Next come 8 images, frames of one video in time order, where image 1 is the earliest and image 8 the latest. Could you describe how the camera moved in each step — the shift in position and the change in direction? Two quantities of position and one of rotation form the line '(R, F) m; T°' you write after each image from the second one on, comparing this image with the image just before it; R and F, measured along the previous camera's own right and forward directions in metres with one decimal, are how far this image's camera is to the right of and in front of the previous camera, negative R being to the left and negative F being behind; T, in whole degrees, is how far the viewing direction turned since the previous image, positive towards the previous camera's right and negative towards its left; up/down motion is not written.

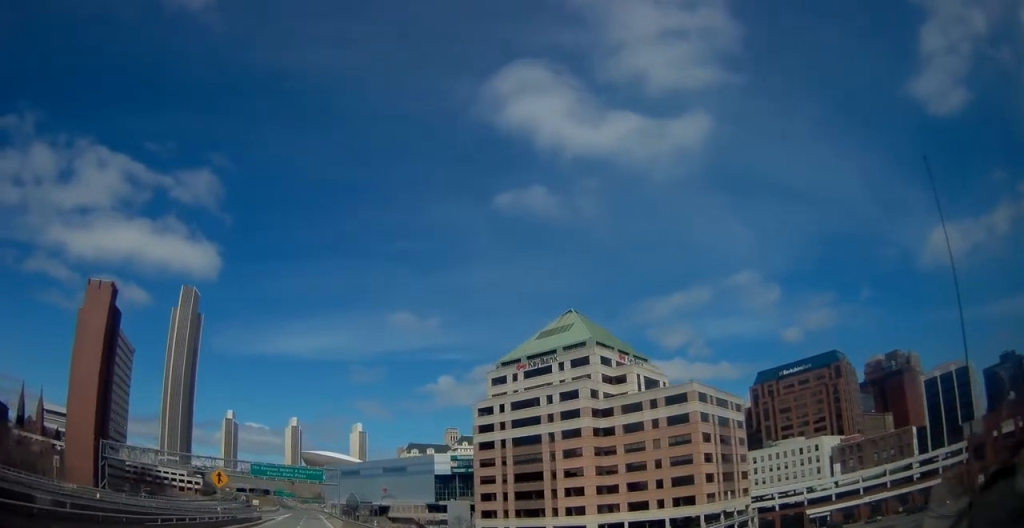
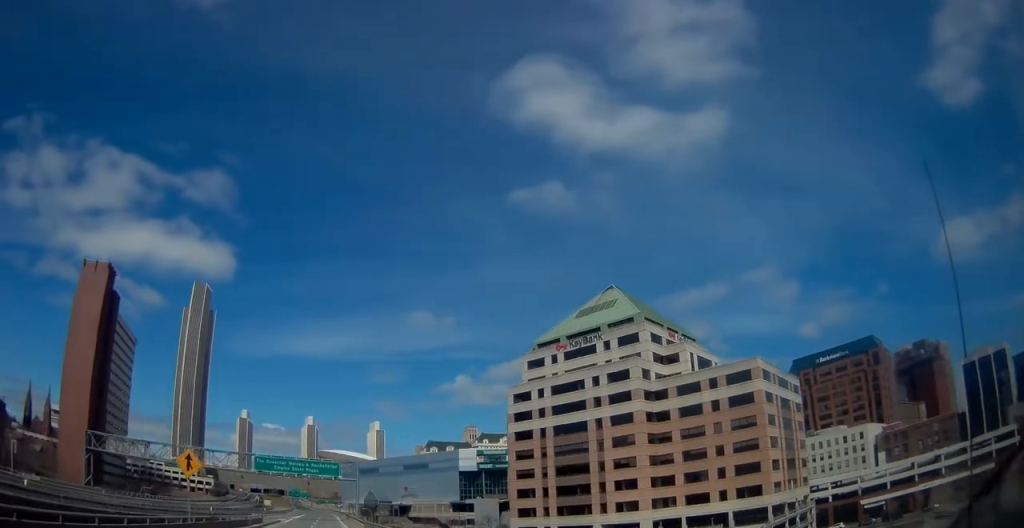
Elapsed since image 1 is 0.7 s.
(0.0, +13.9) m; -1°
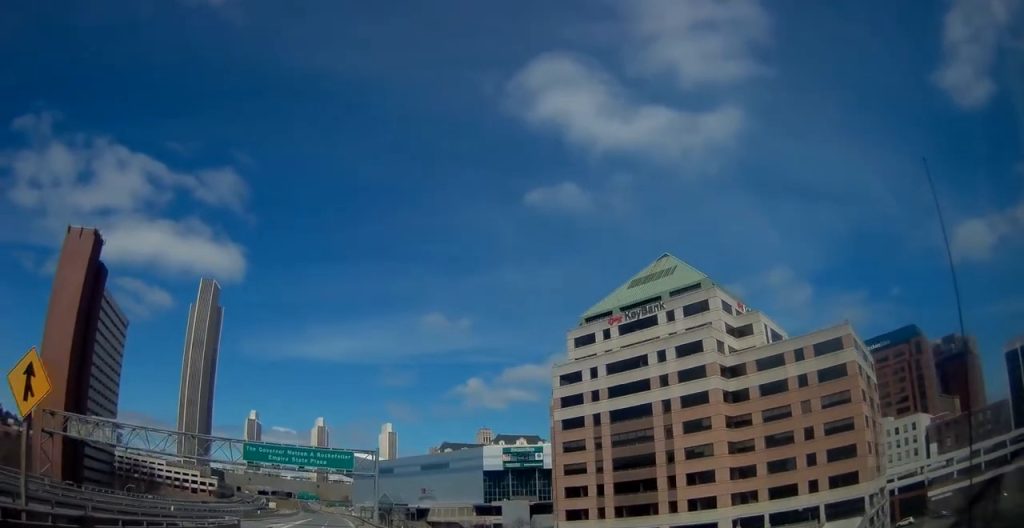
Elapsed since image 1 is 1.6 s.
(-0.2, +18.0) m; -1°
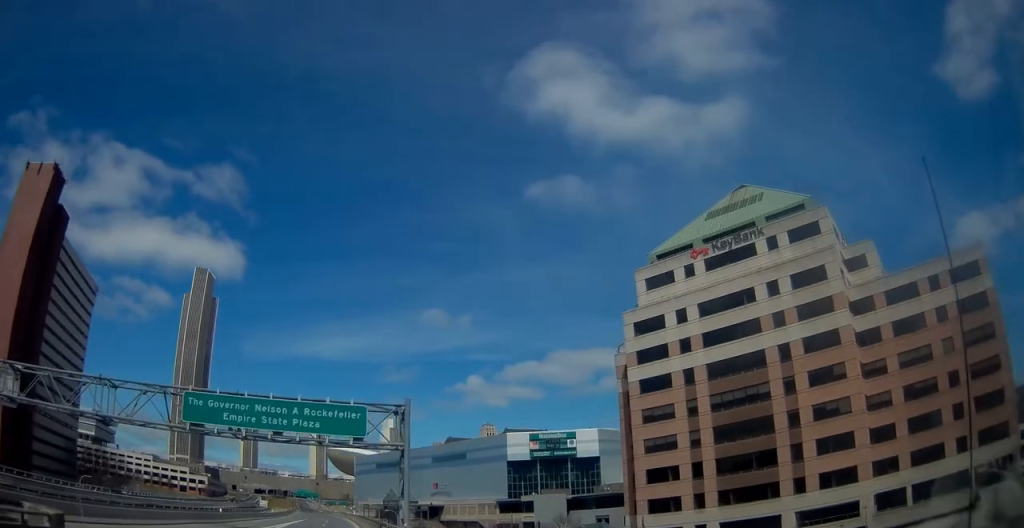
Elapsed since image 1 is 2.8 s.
(-0.4, +26.1) m; 0°
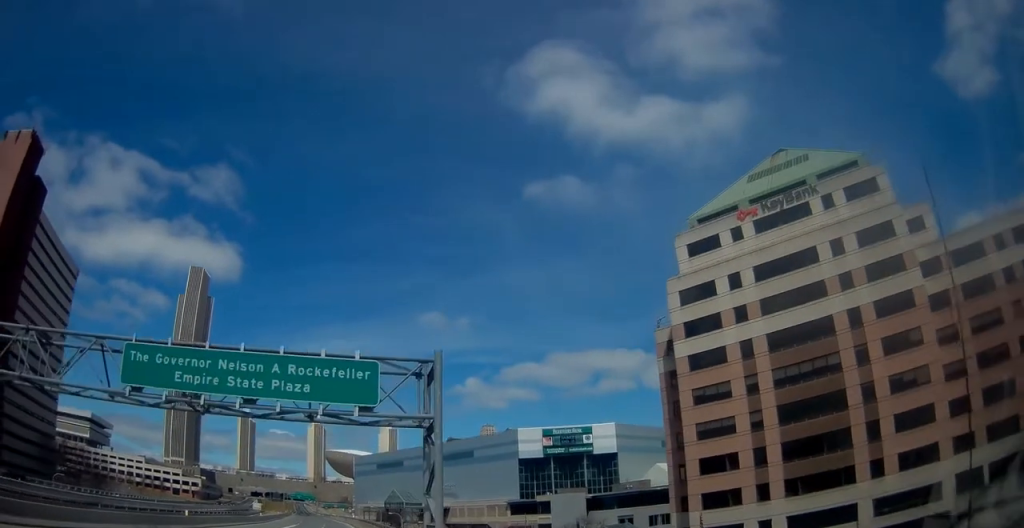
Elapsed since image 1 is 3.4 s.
(0.0, +11.3) m; 0°
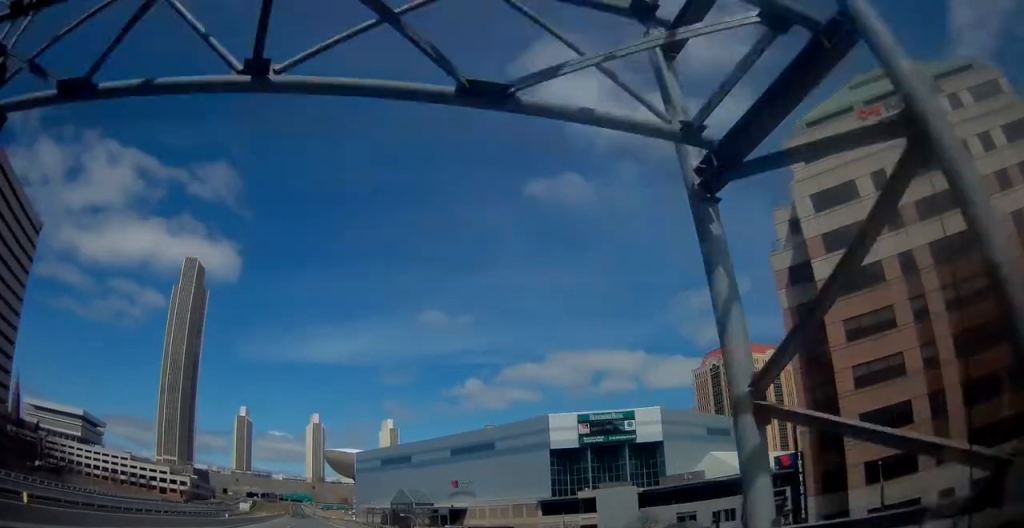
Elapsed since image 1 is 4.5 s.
(0.0, +22.1) m; -1°
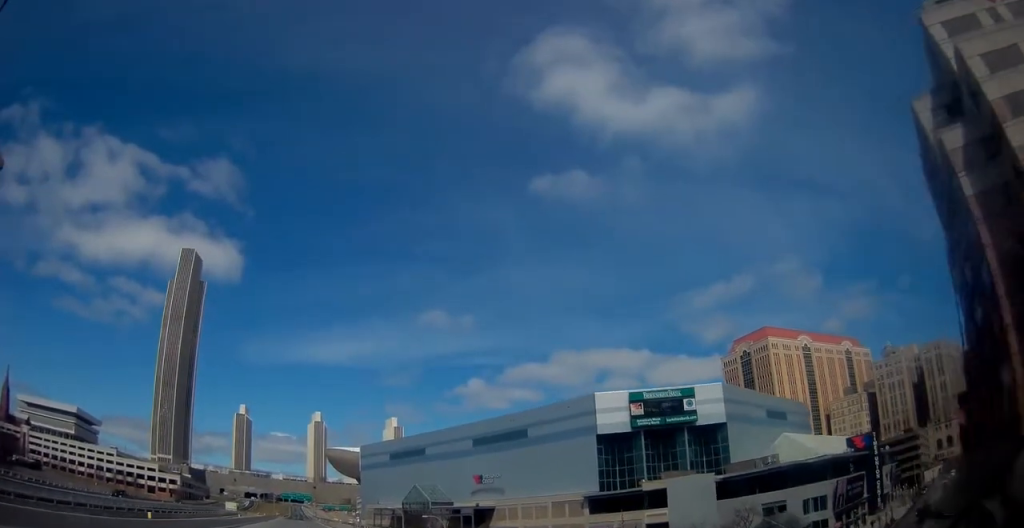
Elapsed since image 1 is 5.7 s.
(-0.2, +22.2) m; 0°
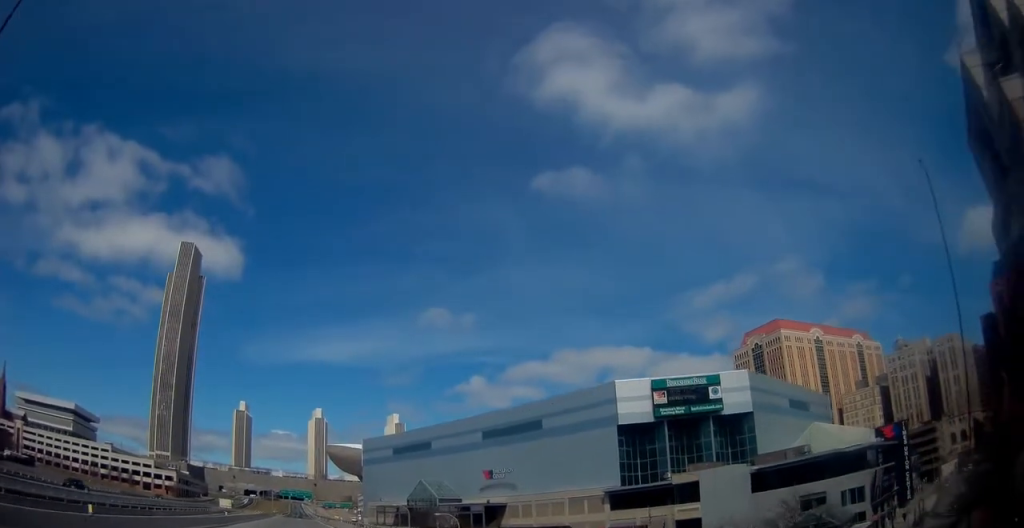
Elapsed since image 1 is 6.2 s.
(0.0, +7.9) m; 0°
